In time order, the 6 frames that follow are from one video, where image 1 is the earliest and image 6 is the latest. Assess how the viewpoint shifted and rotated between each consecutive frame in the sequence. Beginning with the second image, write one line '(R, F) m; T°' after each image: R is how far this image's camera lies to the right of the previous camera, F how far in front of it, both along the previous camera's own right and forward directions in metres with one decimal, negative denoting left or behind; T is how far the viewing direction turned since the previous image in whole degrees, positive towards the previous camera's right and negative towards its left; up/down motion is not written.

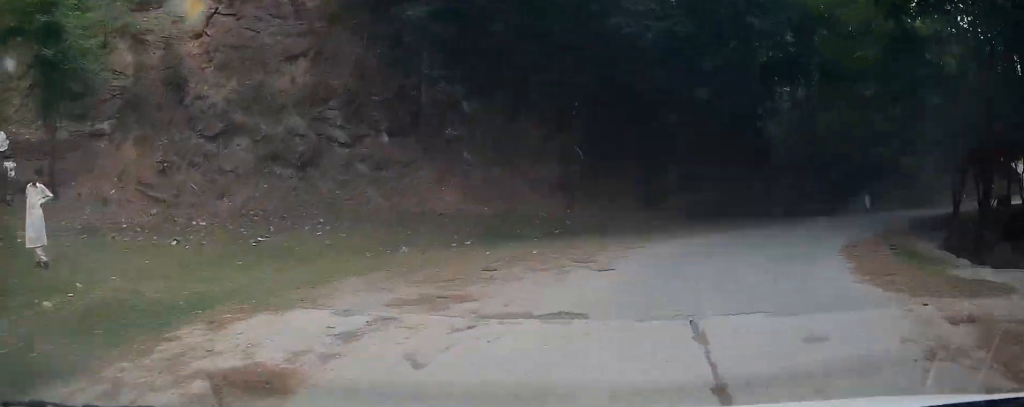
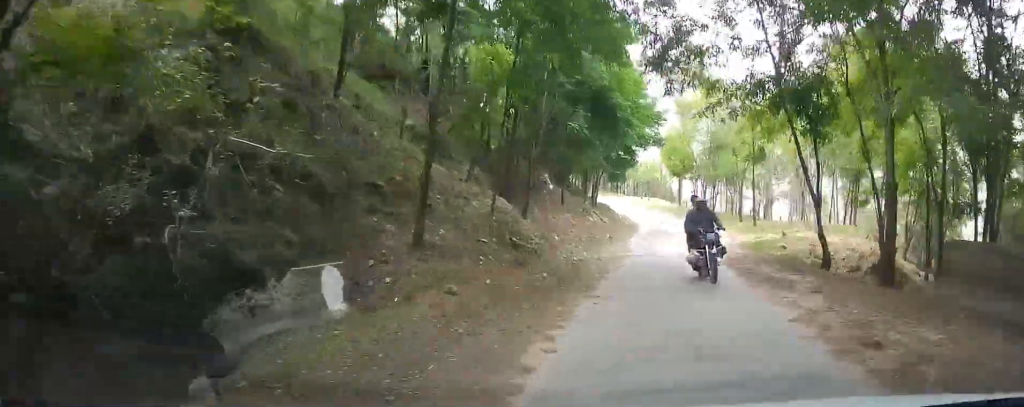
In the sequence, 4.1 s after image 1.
(+9.0, +20.0) m; +45°
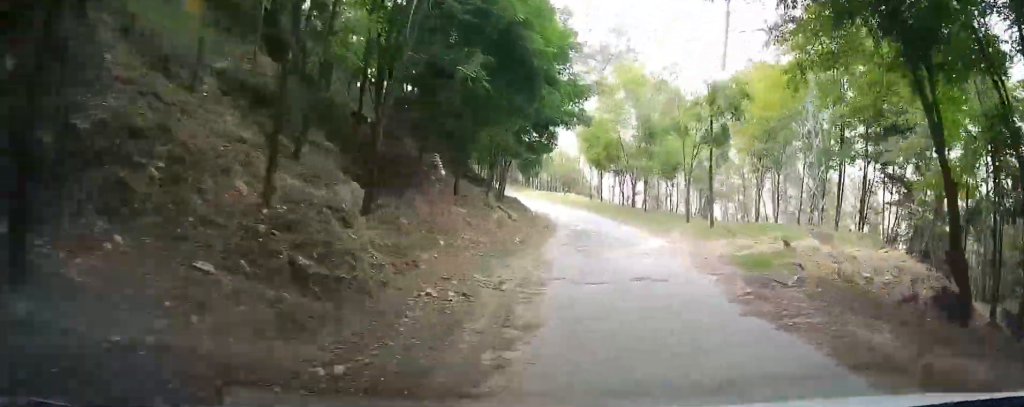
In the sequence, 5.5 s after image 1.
(+0.8, +7.4) m; +12°
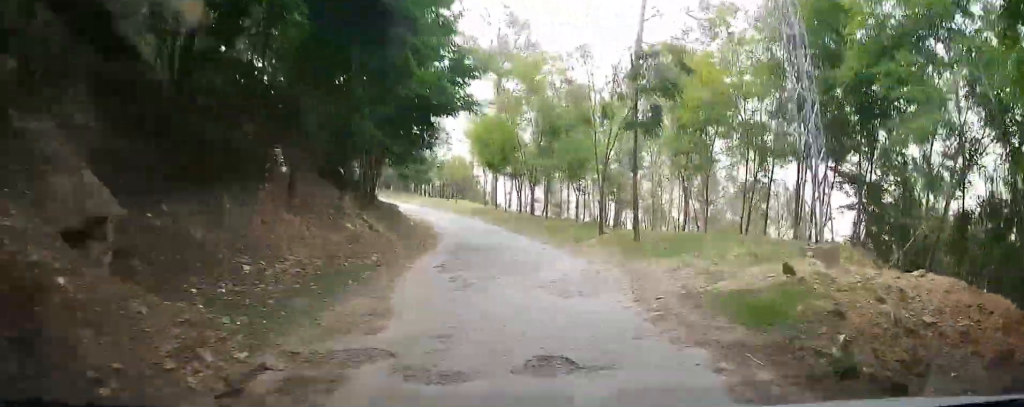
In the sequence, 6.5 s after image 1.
(+0.6, +5.3) m; +3°
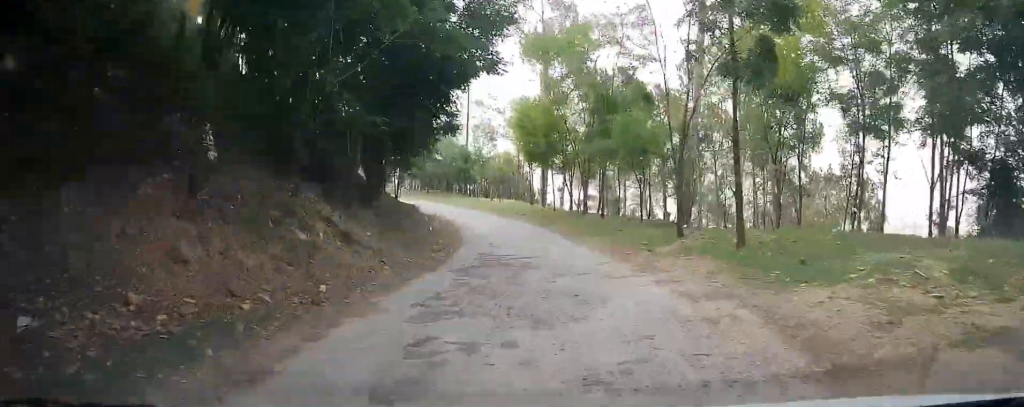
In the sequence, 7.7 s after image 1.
(+0.7, +6.4) m; +2°
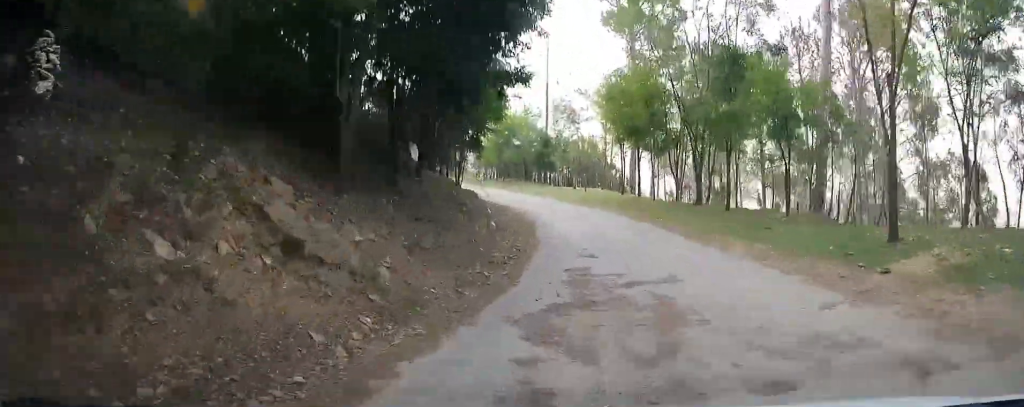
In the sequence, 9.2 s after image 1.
(-0.6, +8.1) m; -4°
